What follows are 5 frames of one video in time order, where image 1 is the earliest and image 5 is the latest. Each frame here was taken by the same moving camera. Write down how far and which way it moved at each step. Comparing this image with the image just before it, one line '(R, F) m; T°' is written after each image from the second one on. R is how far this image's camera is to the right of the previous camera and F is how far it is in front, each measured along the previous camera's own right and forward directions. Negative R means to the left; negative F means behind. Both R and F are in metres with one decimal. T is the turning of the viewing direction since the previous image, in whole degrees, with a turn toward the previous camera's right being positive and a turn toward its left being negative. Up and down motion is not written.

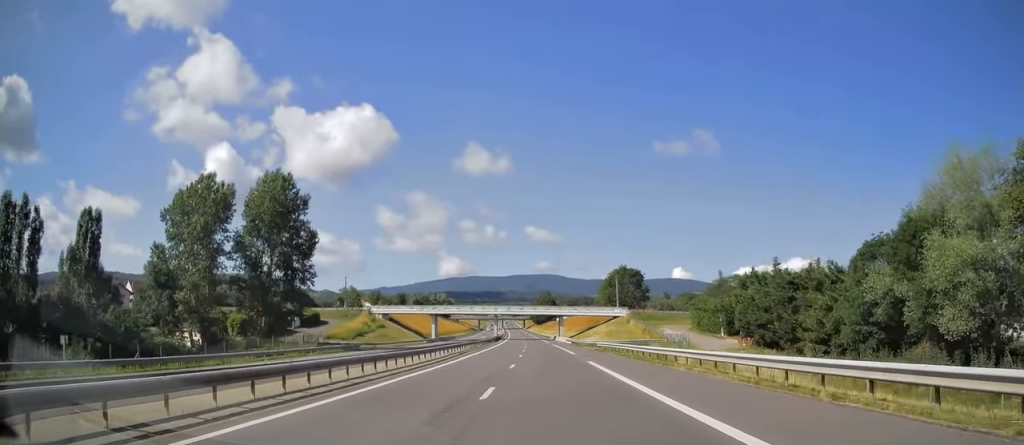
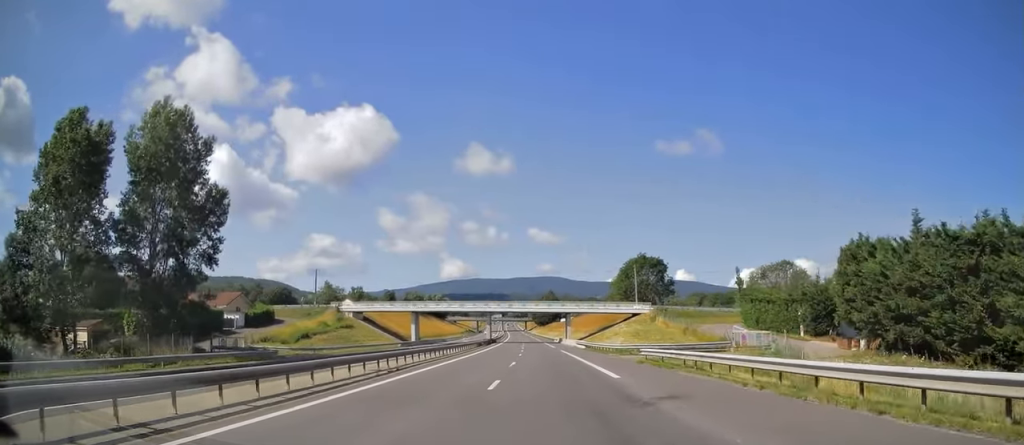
(0.0, +23.8) m; -1°
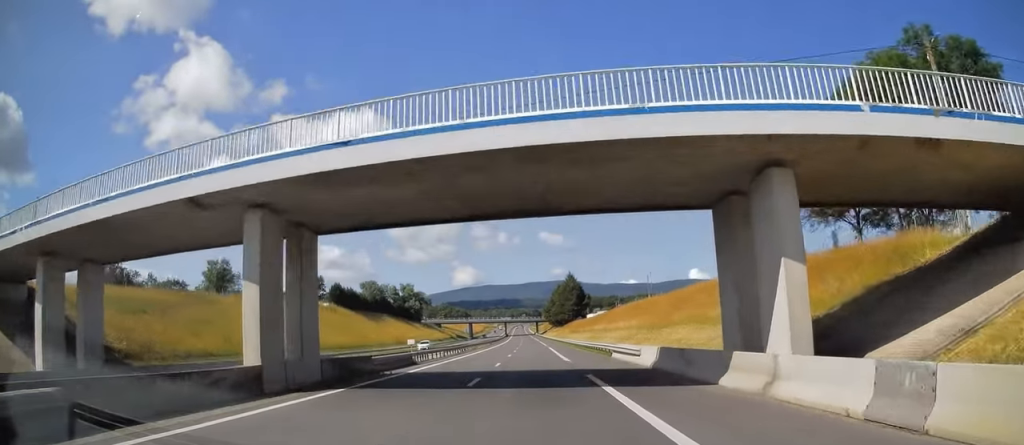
(-0.8, +89.6) m; -1°
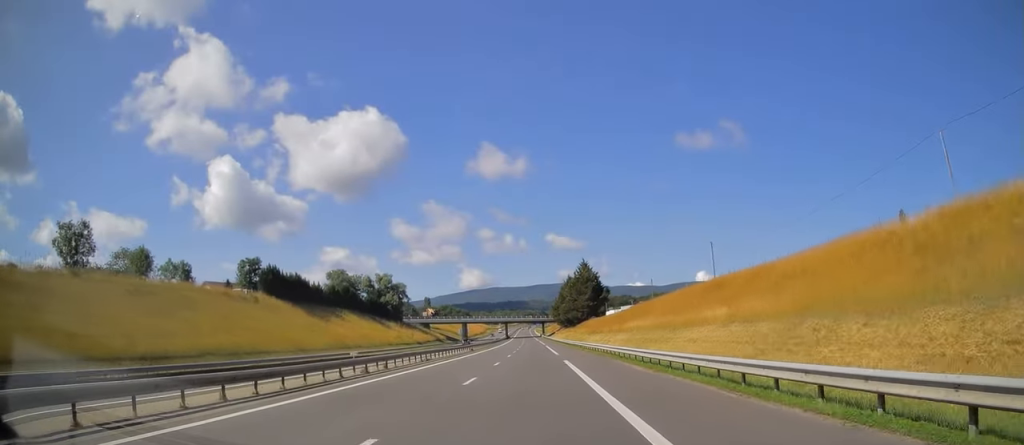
(+0.1, +38.6) m; -1°
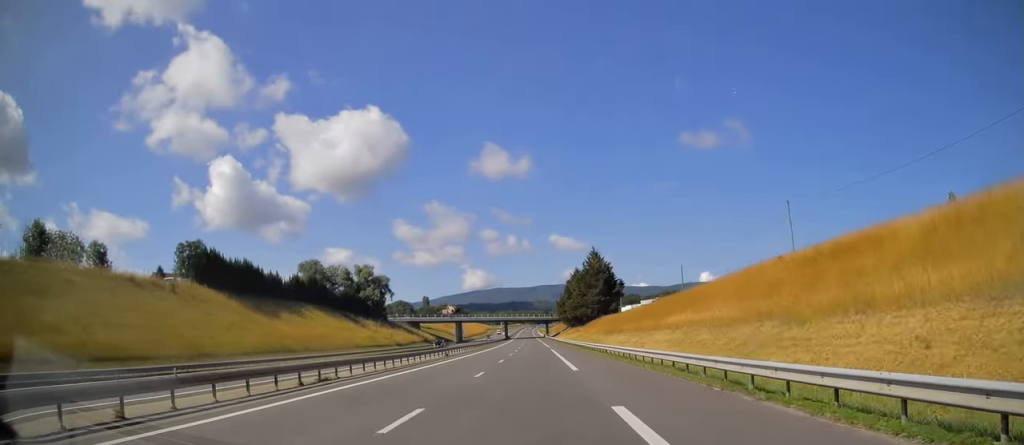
(-0.5, +22.6) m; -1°
